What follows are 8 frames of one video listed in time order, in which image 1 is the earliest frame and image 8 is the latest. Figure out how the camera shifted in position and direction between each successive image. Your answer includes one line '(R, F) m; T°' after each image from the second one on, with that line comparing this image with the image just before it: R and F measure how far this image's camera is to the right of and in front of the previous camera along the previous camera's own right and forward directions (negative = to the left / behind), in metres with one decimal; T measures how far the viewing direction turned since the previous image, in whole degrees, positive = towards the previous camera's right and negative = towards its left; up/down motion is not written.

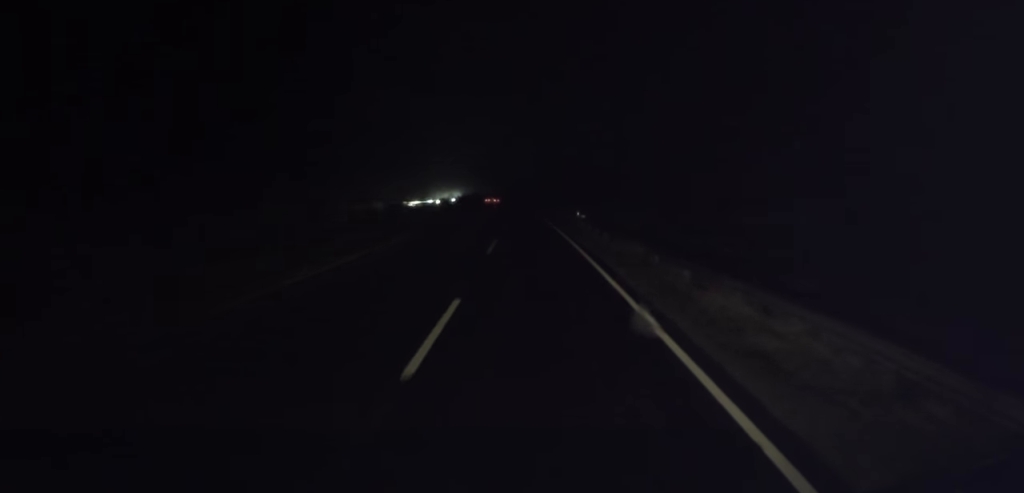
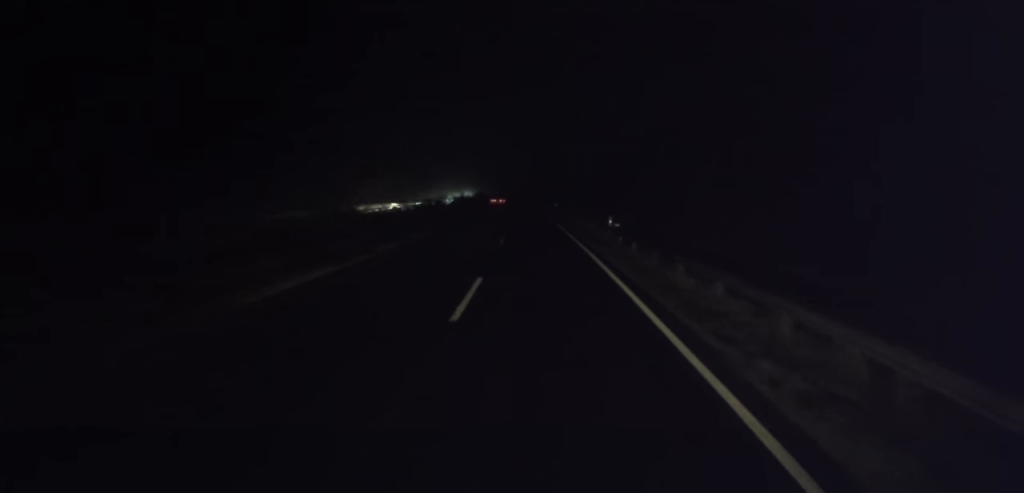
(-0.1, +14.5) m; -1°
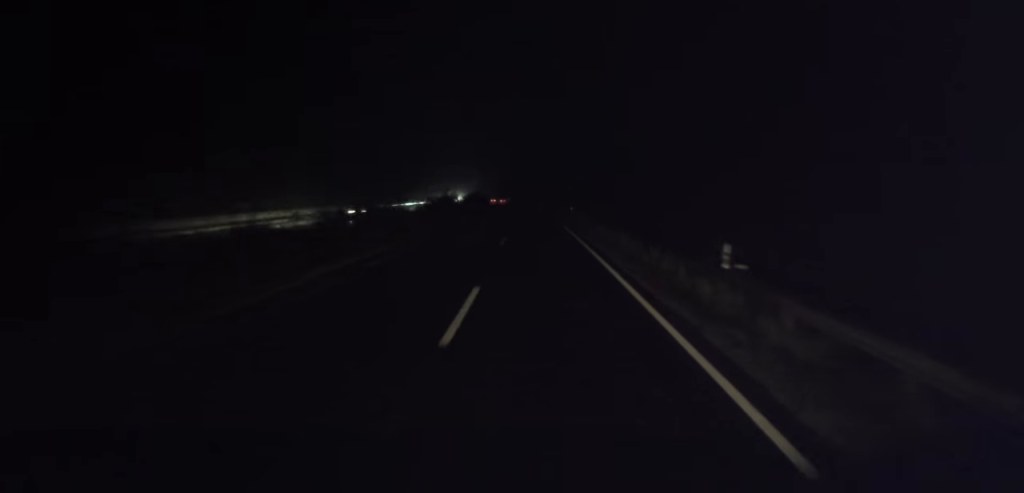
(-0.3, +20.1) m; -1°
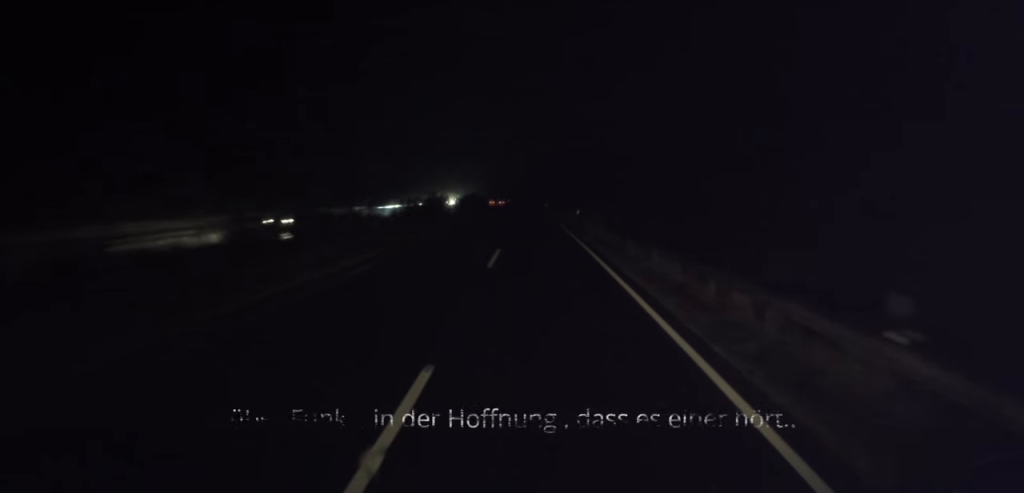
(0.0, +7.3) m; 0°
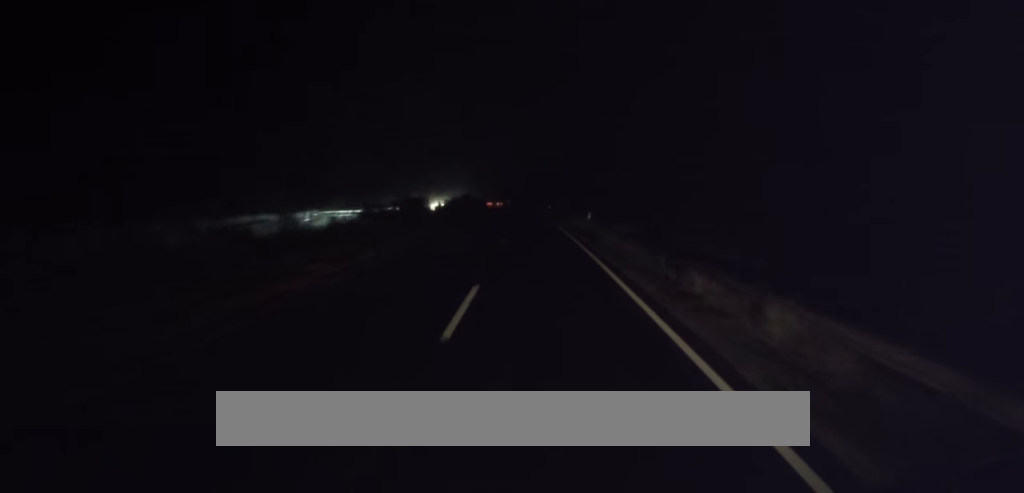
(0.0, +10.4) m; 0°
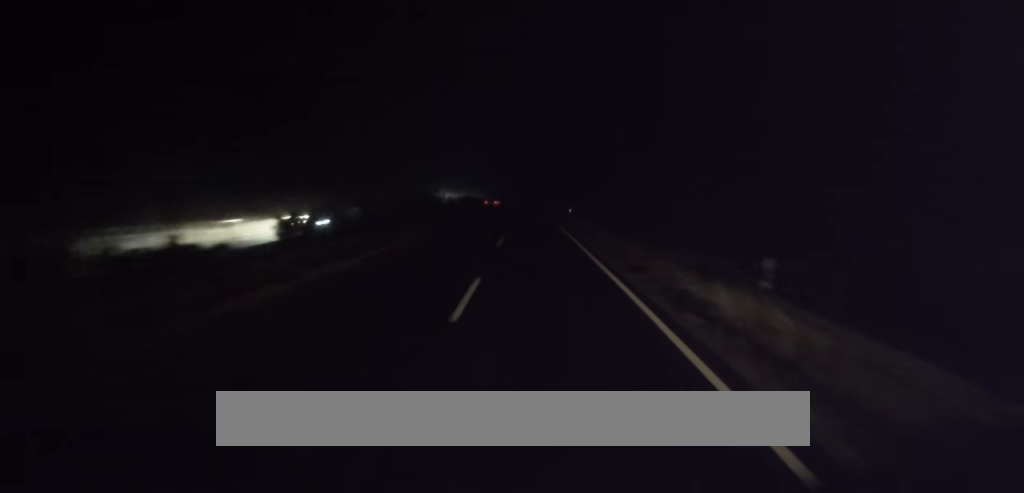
(0.0, +34.7) m; 0°
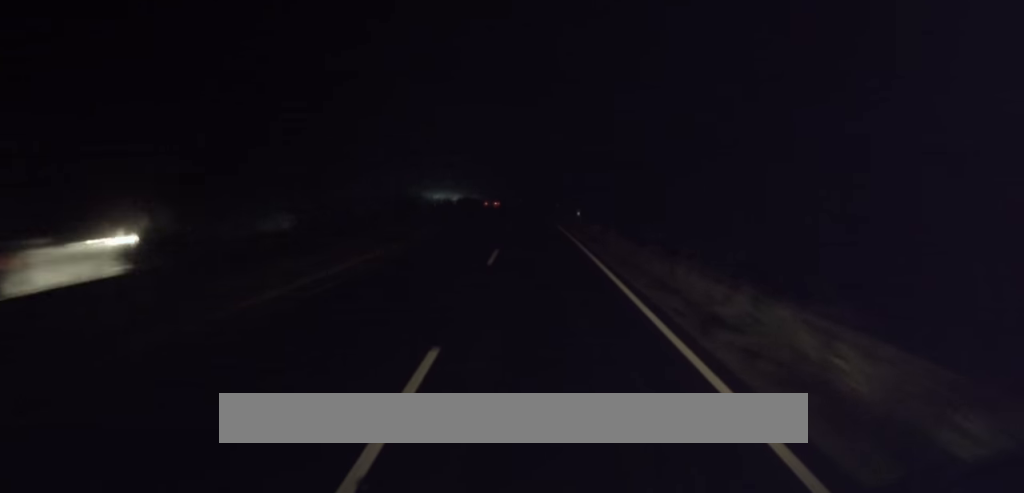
(-0.1, +8.1) m; 0°
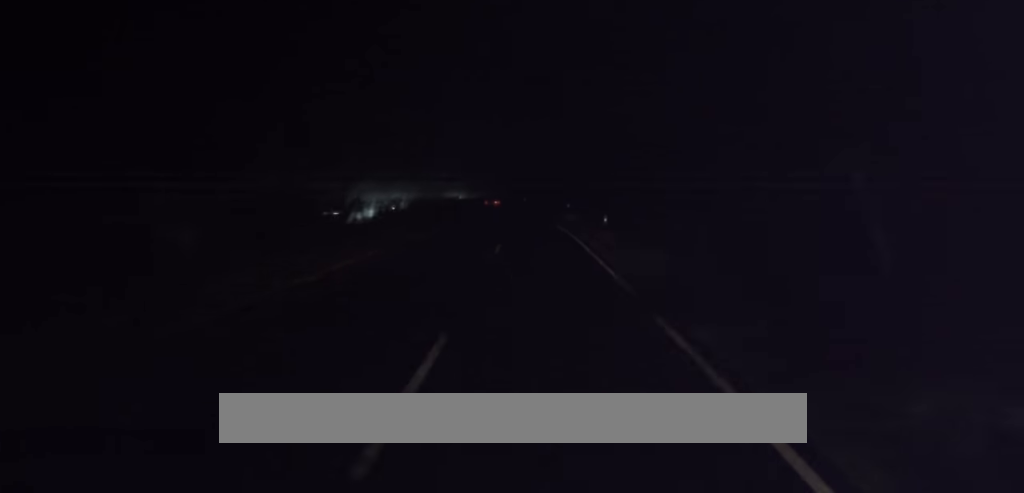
(-0.1, +16.4) m; -1°
